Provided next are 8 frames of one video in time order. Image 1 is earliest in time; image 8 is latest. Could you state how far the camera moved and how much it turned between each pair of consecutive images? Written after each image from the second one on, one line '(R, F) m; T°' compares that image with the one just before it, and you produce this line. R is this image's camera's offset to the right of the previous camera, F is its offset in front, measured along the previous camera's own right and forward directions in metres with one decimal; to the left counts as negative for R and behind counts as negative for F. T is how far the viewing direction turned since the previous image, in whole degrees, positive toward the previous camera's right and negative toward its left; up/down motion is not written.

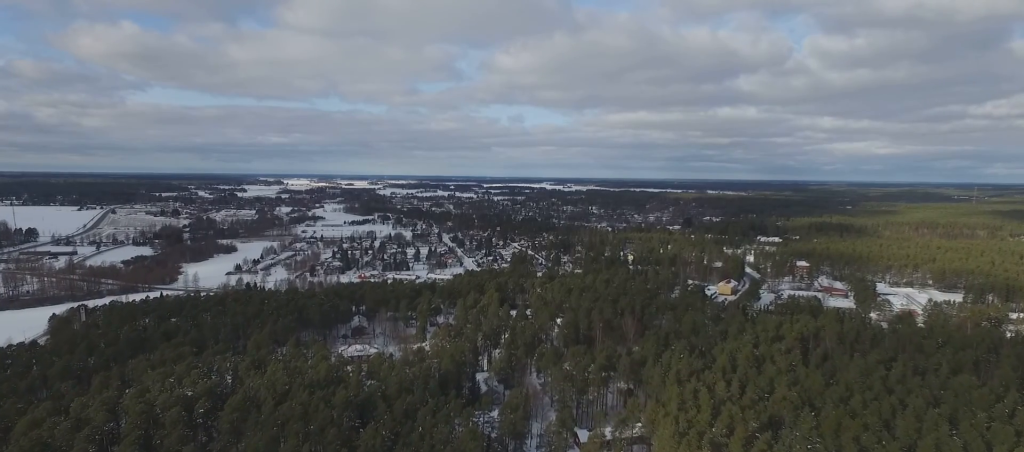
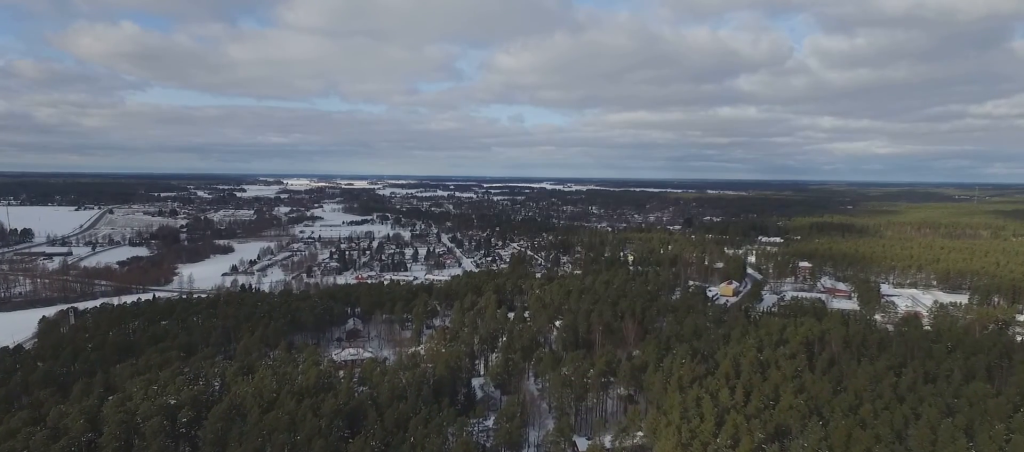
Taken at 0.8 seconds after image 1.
(0.0, +7.4) m; 0°
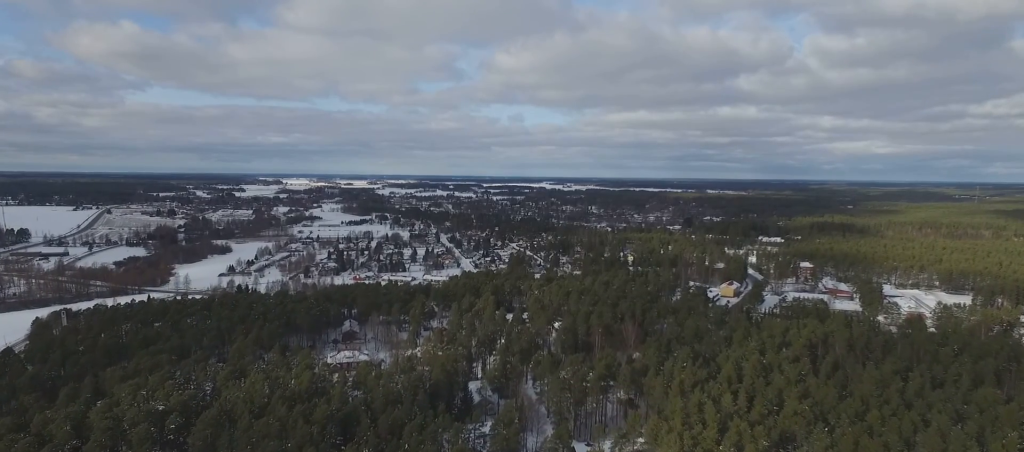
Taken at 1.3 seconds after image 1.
(0.0, +4.8) m; 0°
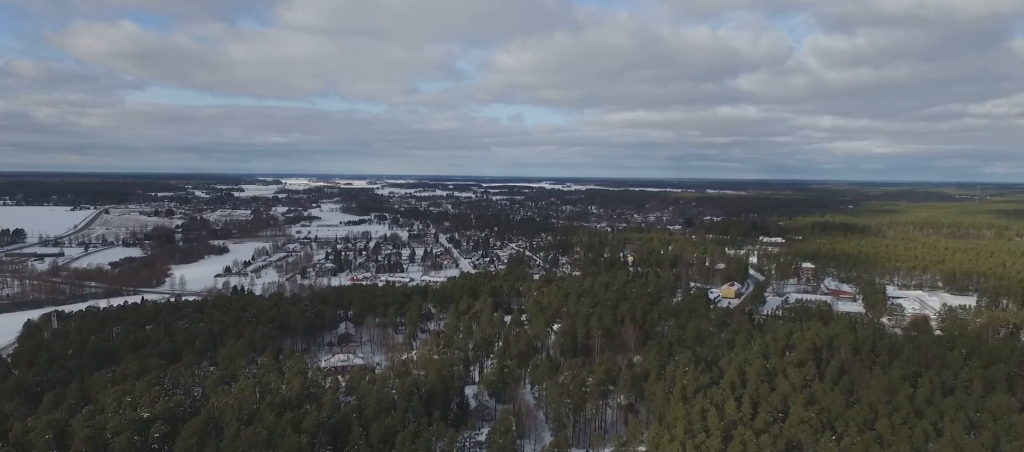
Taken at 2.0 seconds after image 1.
(0.0, +5.9) m; 0°
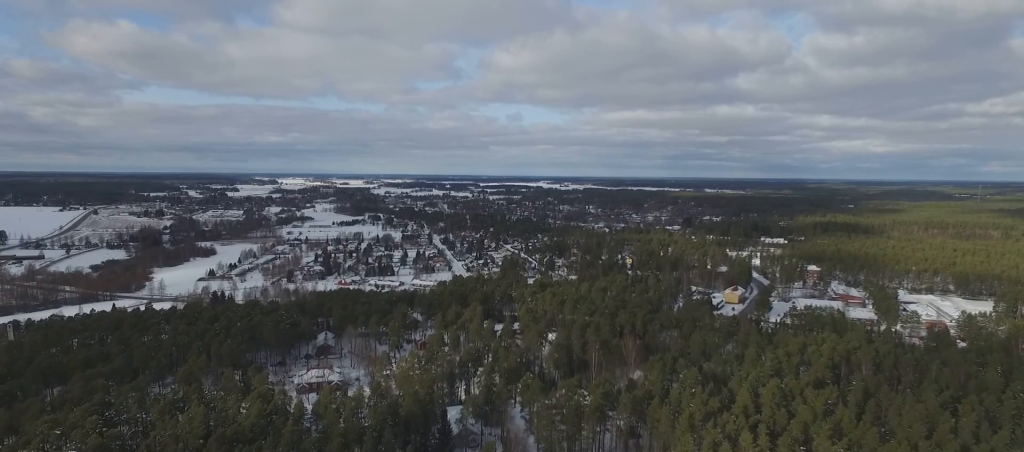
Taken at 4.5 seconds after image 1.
(+0.3, +22.7) m; +1°
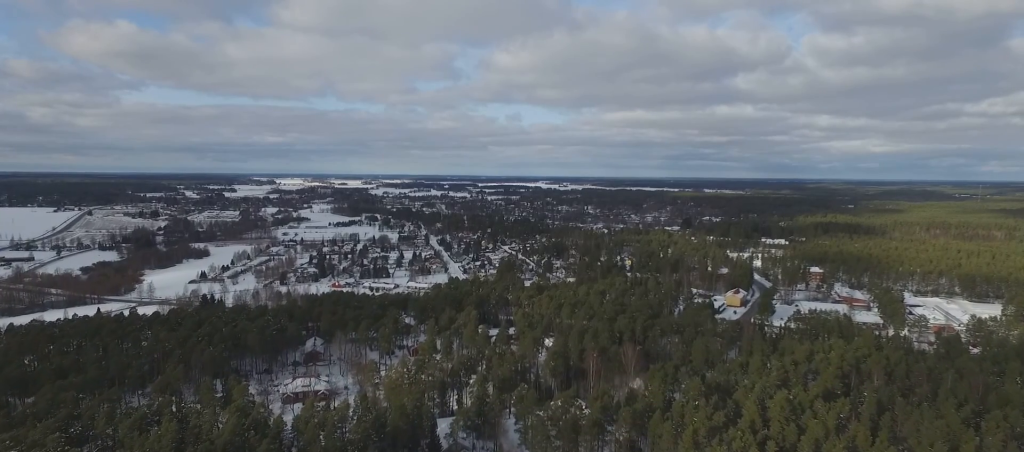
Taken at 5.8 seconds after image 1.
(-0.1, +10.9) m; -1°
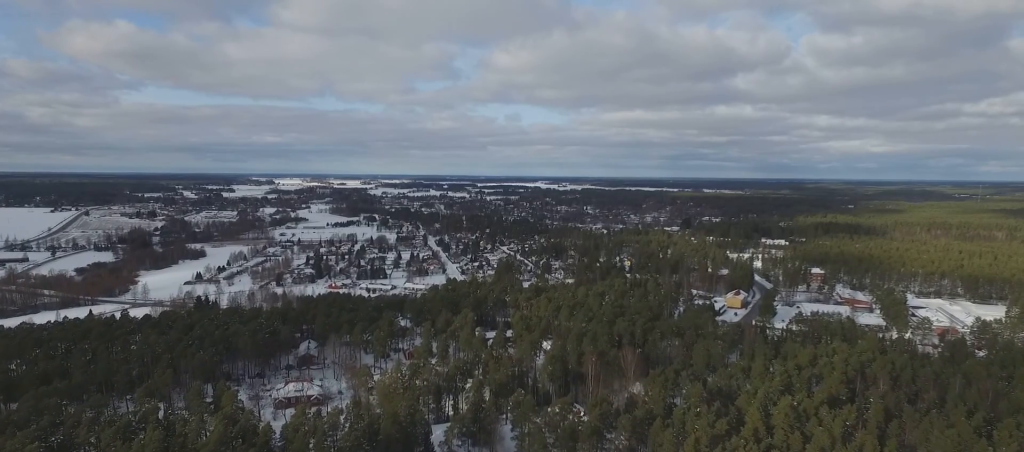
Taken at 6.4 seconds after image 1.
(0.0, +5.4) m; 0°
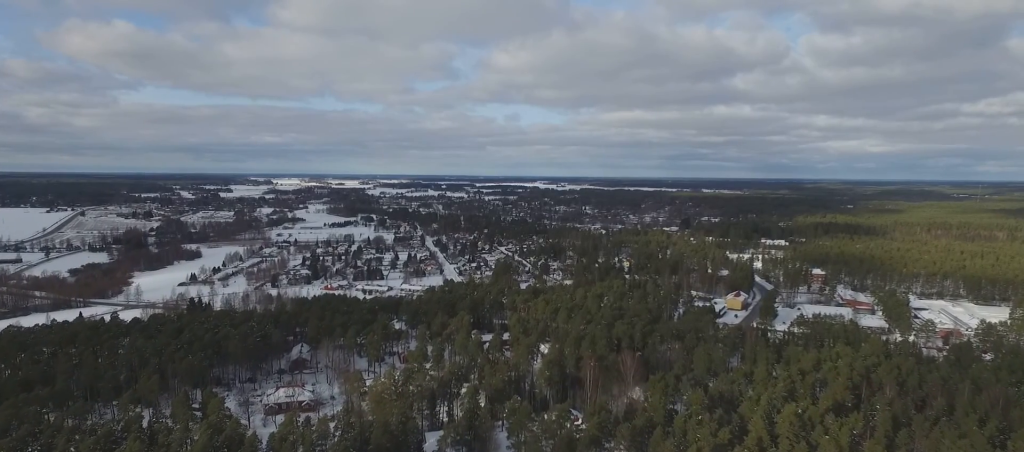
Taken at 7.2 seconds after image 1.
(0.0, +6.1) m; 0°
